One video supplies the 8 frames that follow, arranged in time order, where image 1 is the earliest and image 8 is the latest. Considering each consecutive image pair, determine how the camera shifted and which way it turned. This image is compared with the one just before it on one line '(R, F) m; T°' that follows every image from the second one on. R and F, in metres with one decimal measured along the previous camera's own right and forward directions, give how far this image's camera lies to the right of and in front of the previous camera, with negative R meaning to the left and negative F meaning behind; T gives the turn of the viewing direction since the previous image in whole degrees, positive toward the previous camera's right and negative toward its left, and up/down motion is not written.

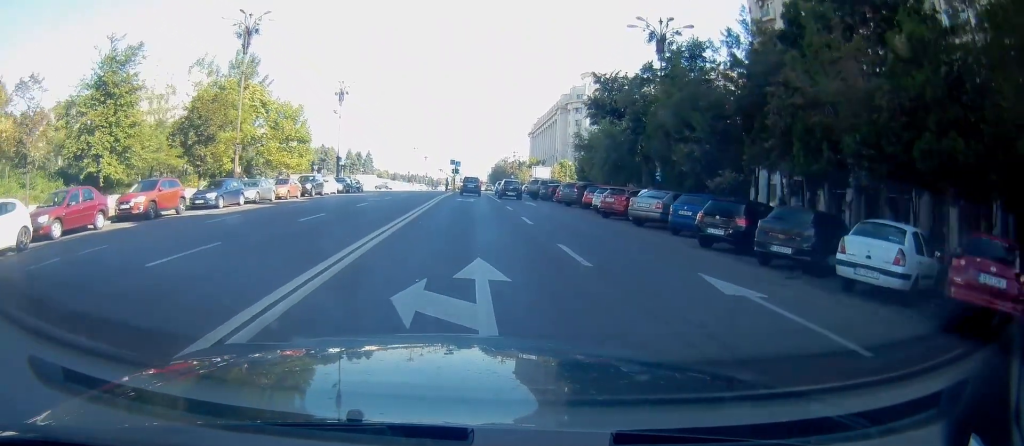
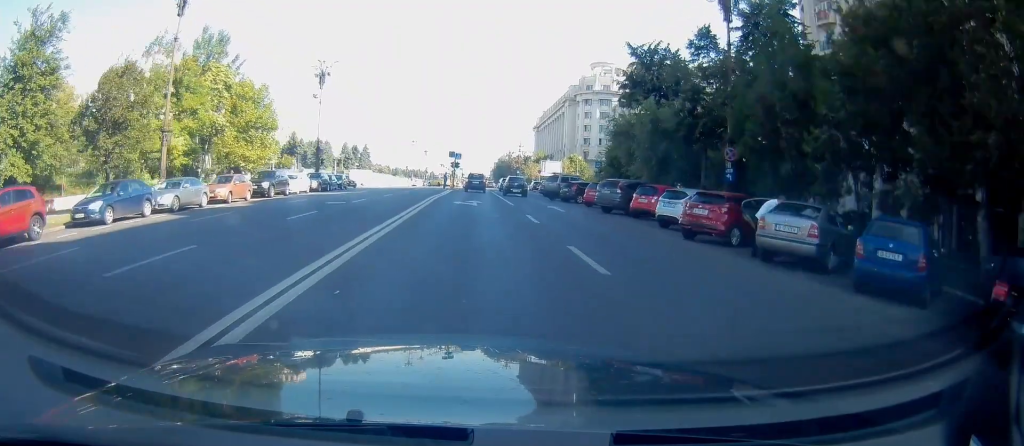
(0.0, +10.2) m; +1°
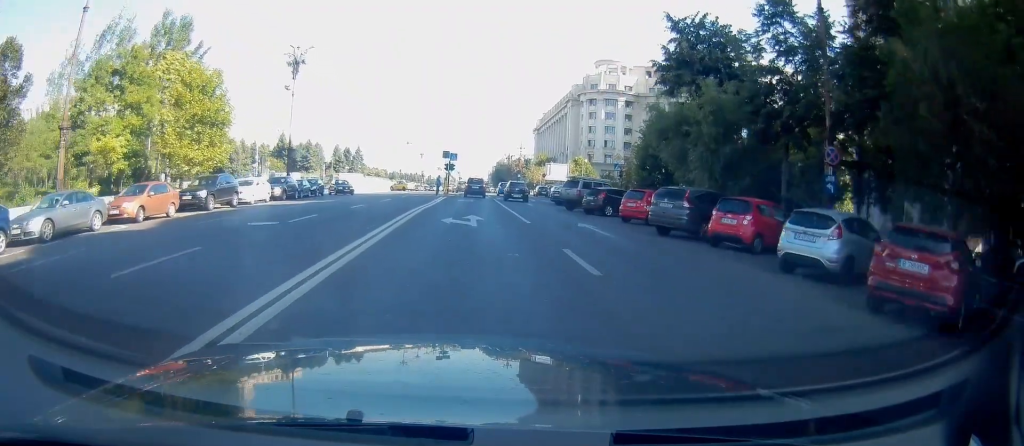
(+0.1, +9.1) m; +1°
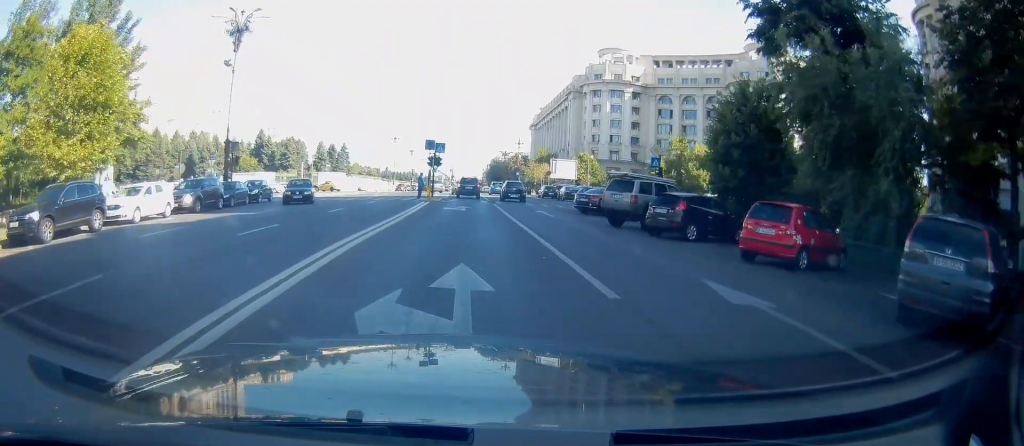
(+0.3, +12.7) m; +2°
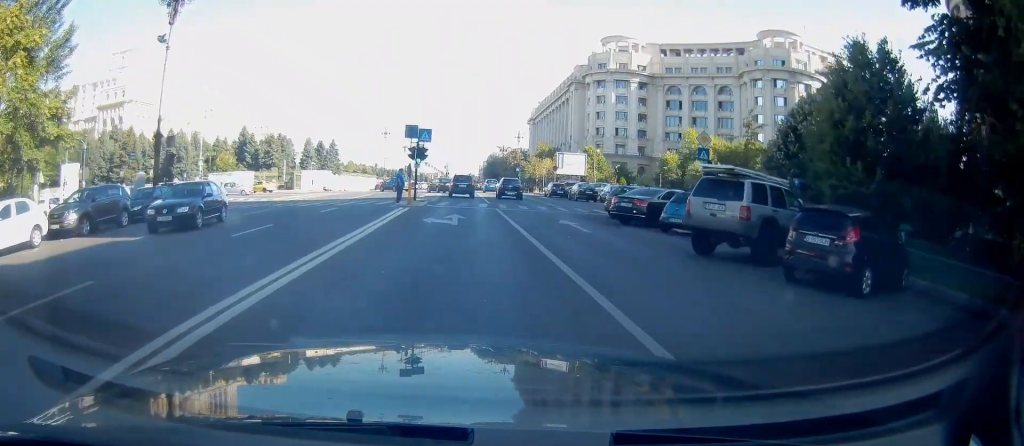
(+0.1, +9.1) m; 0°
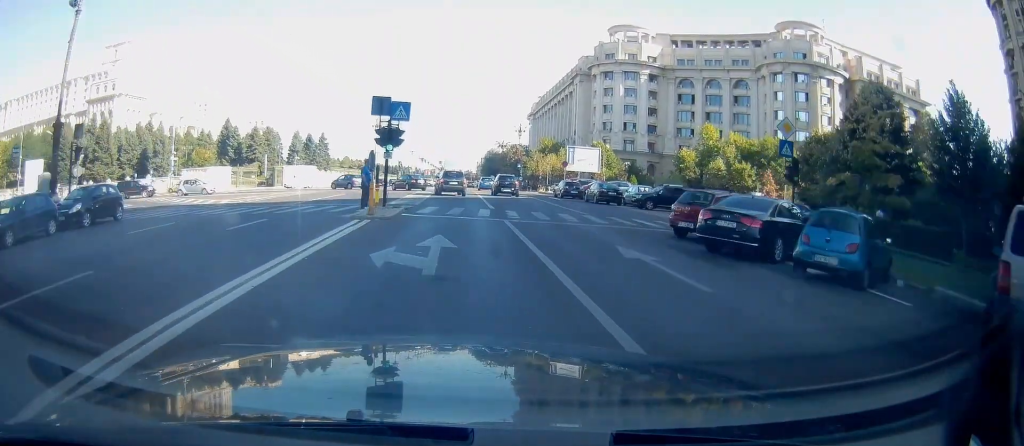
(-0.1, +9.0) m; 0°
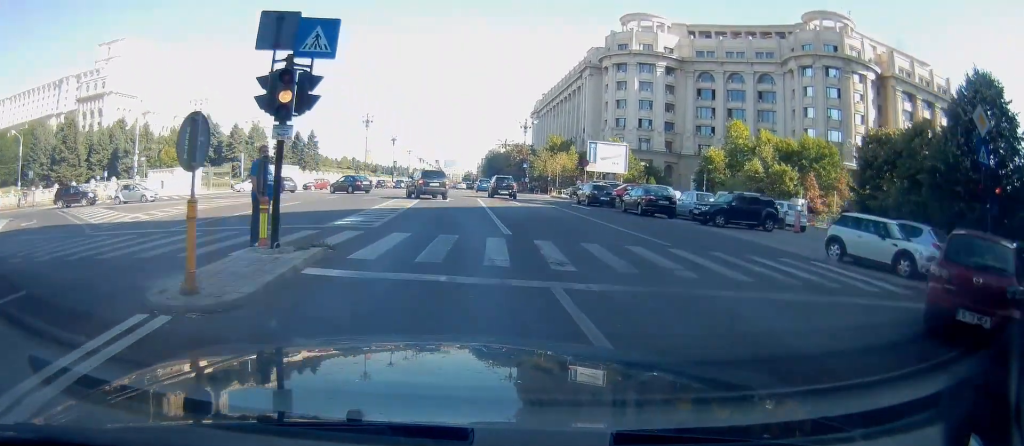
(0.0, +10.7) m; 0°
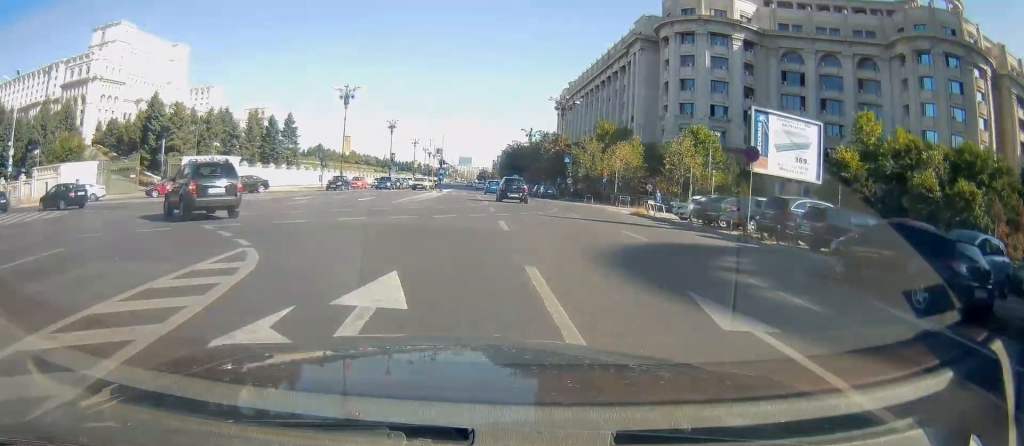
(-0.2, +28.0) m; -1°
